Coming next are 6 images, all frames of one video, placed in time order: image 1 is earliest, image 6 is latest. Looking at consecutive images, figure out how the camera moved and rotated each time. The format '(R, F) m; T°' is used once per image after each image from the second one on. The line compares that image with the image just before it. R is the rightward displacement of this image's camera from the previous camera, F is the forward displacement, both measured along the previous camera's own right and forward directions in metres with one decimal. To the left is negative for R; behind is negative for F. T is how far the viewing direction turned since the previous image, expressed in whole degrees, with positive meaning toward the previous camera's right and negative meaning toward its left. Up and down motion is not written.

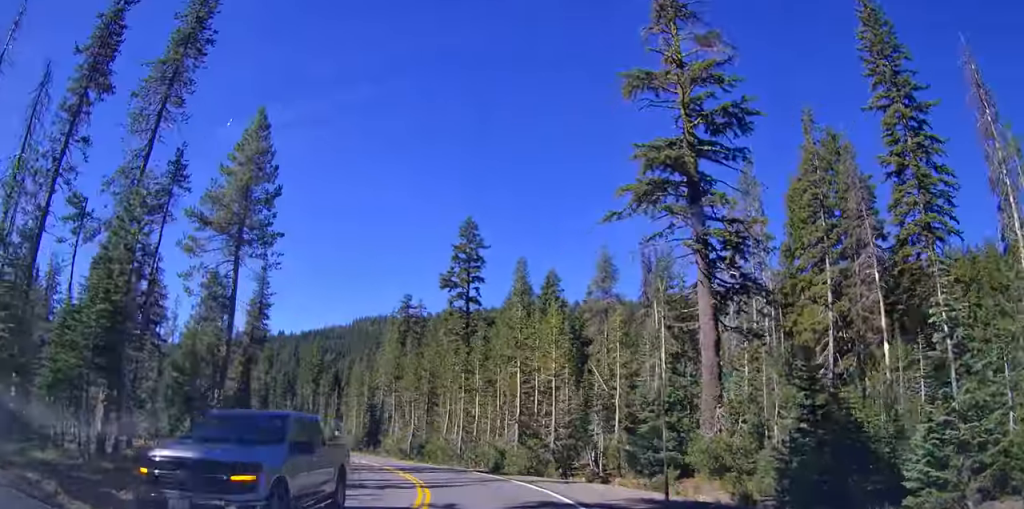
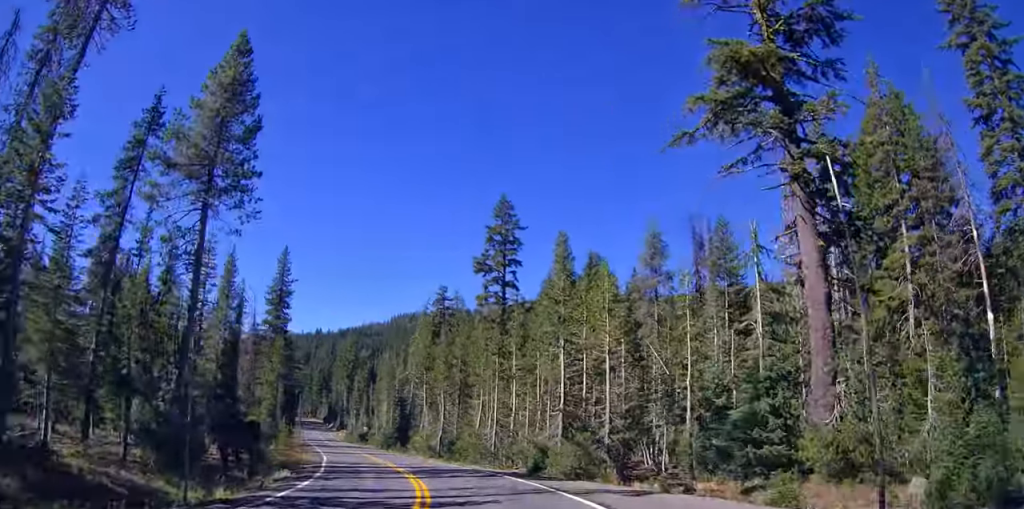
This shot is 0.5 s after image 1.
(+0.1, +6.8) m; -4°
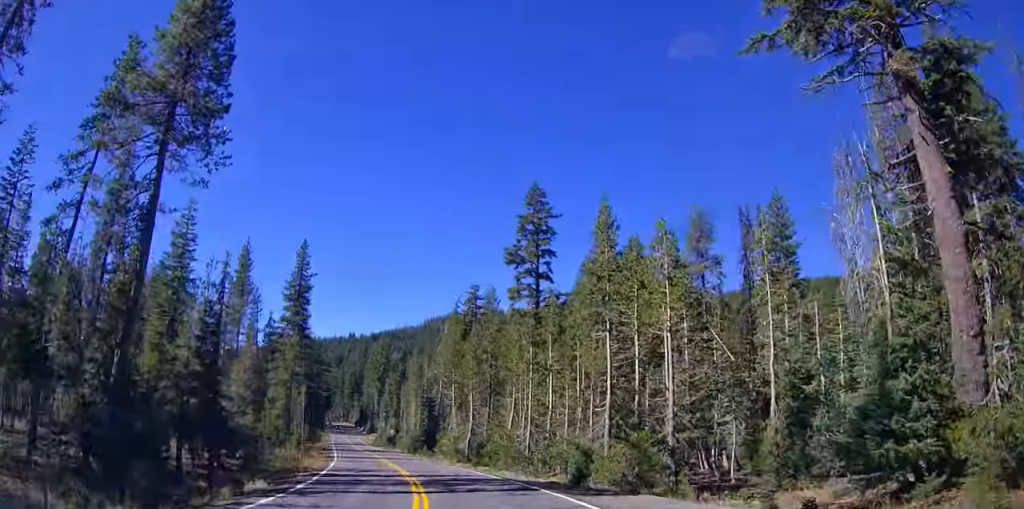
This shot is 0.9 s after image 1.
(-0.4, +5.5) m; -2°
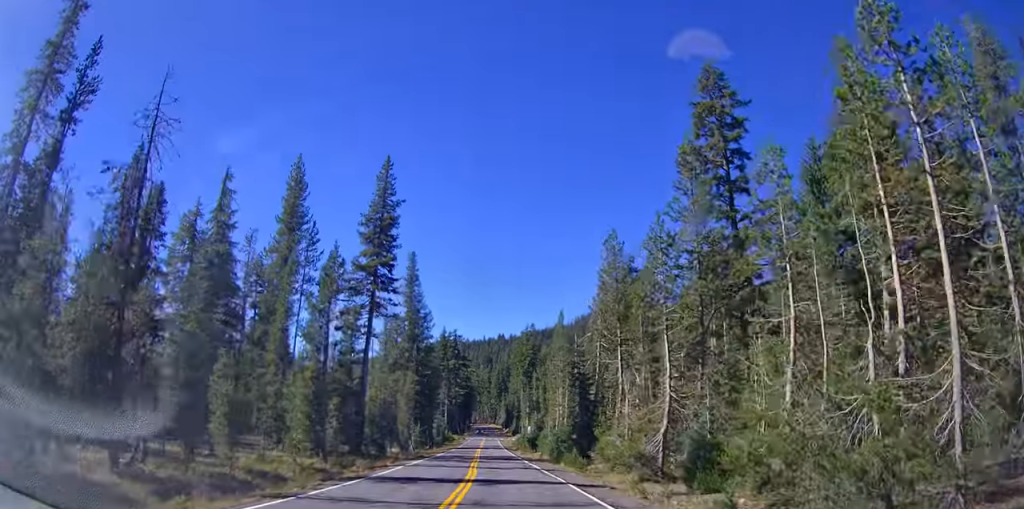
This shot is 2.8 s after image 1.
(-1.3, +26.5) m; -5°
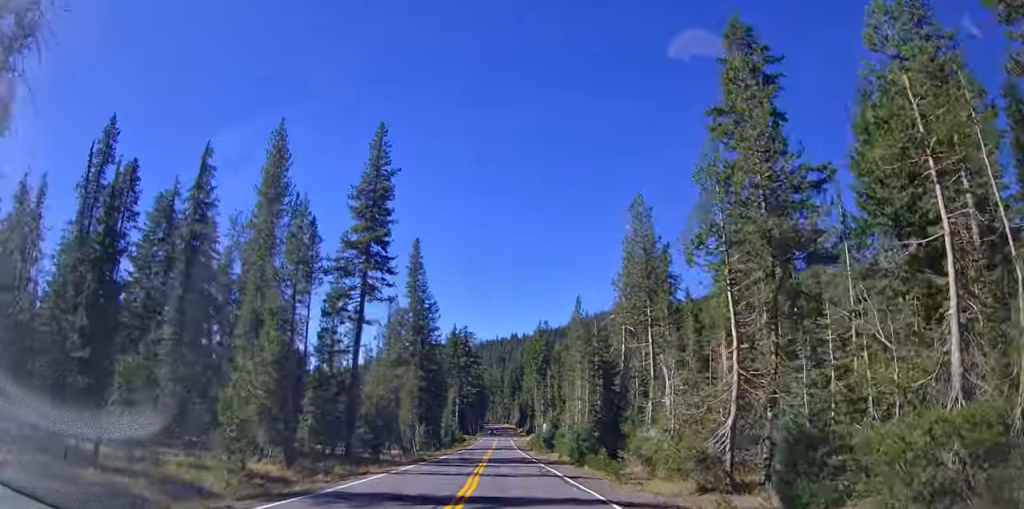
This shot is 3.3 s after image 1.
(+0.3, +6.4) m; -4°
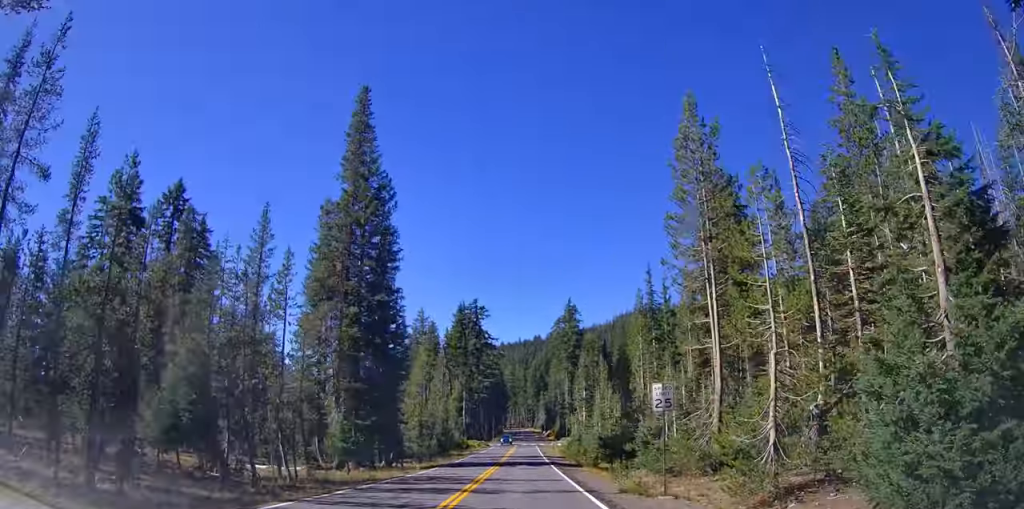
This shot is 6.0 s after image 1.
(-5.6, +38.4) m; -10°
